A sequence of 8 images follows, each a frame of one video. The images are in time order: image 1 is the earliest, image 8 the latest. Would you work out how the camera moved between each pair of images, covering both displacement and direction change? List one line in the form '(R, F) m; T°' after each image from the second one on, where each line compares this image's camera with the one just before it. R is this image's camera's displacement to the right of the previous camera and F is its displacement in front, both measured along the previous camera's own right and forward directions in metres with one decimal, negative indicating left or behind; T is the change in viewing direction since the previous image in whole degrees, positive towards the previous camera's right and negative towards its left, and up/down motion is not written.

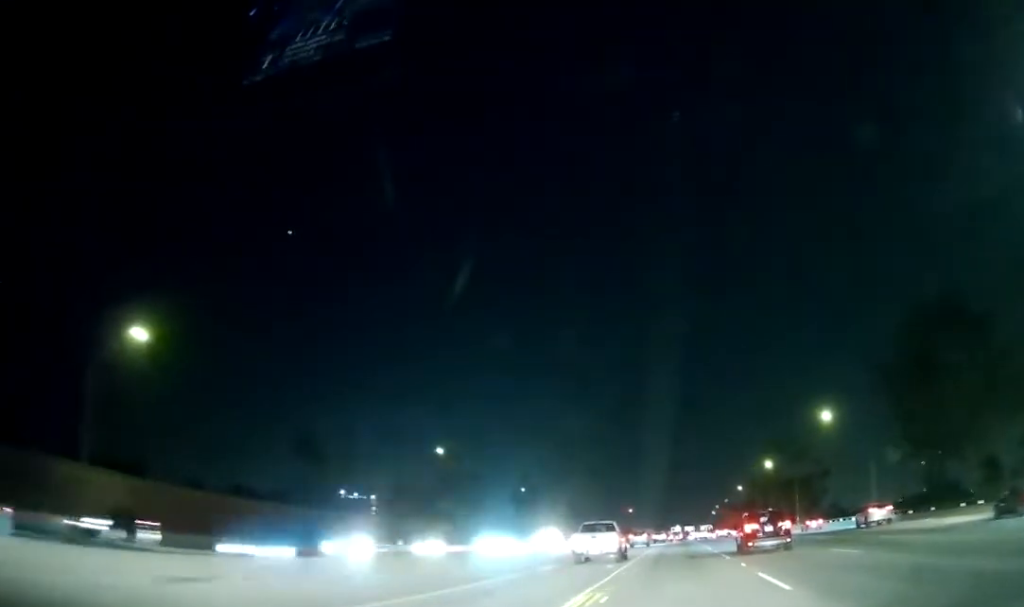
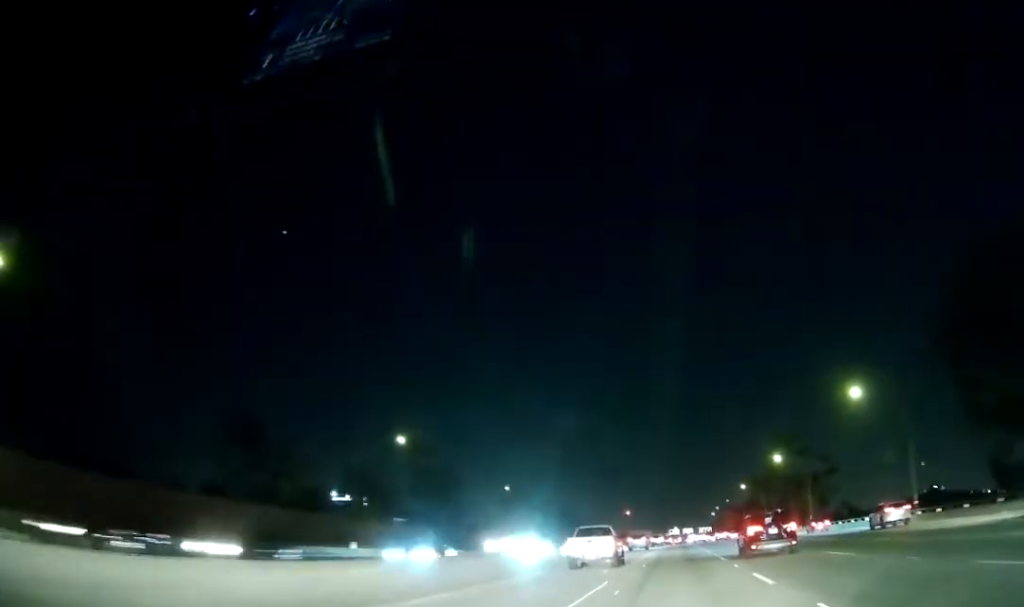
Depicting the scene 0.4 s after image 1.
(0.0, +13.0) m; 0°
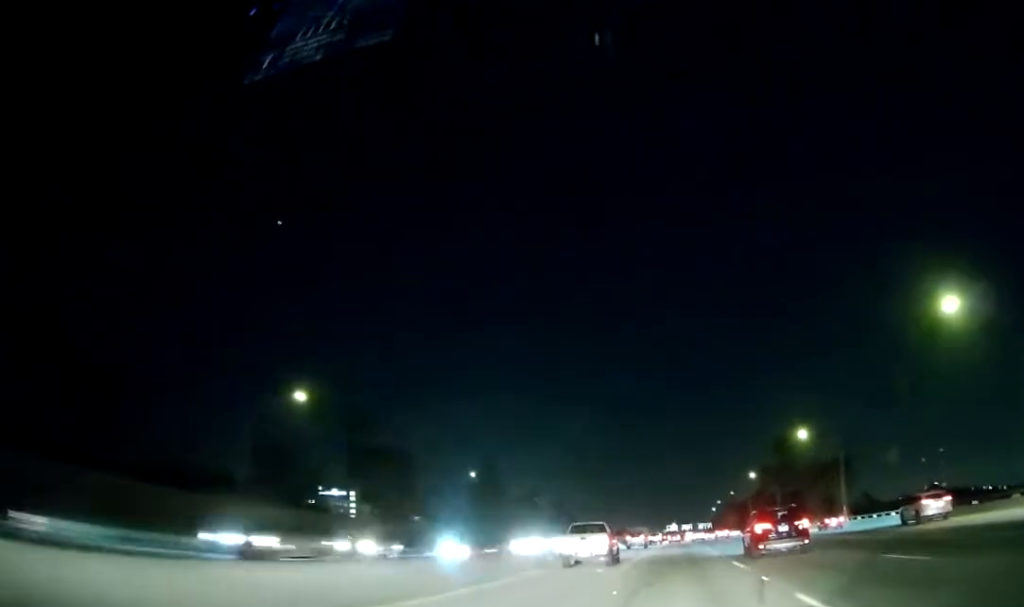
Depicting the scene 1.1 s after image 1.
(0.0, +21.0) m; 0°
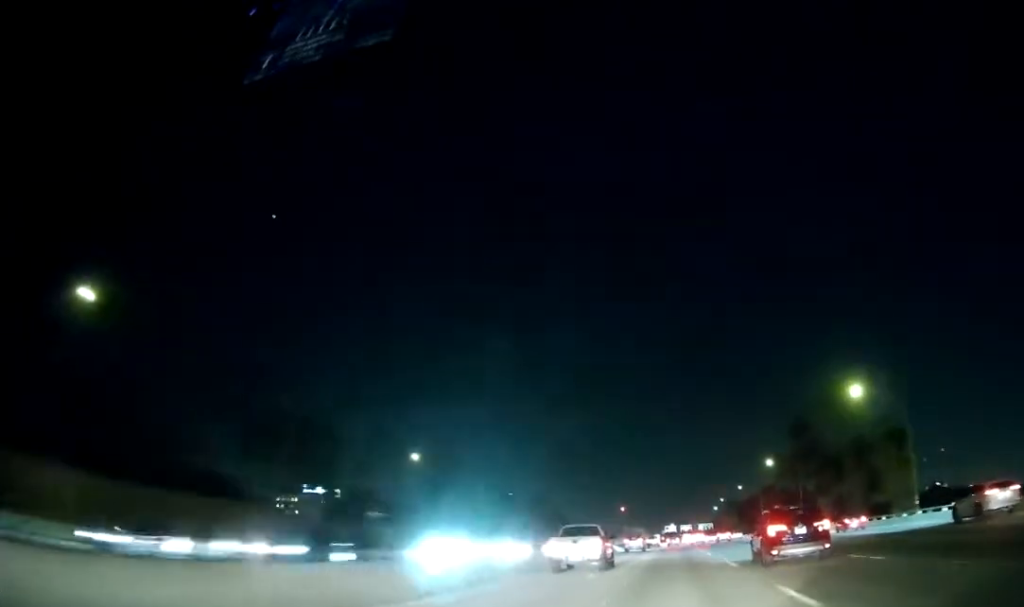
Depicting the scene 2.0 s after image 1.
(+0.2, +25.1) m; 0°
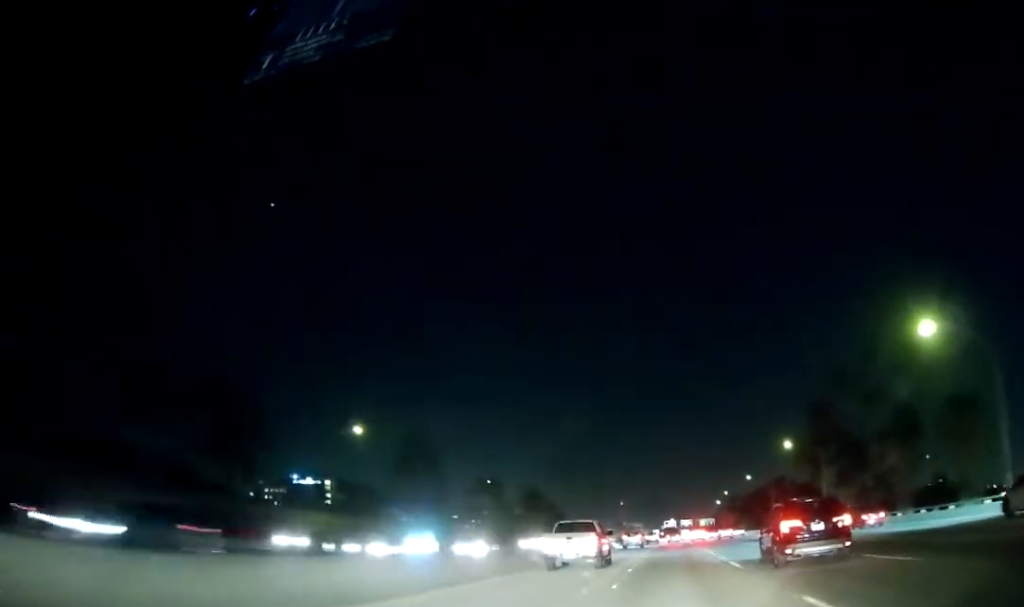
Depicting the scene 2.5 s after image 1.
(0.0, +16.3) m; 0°
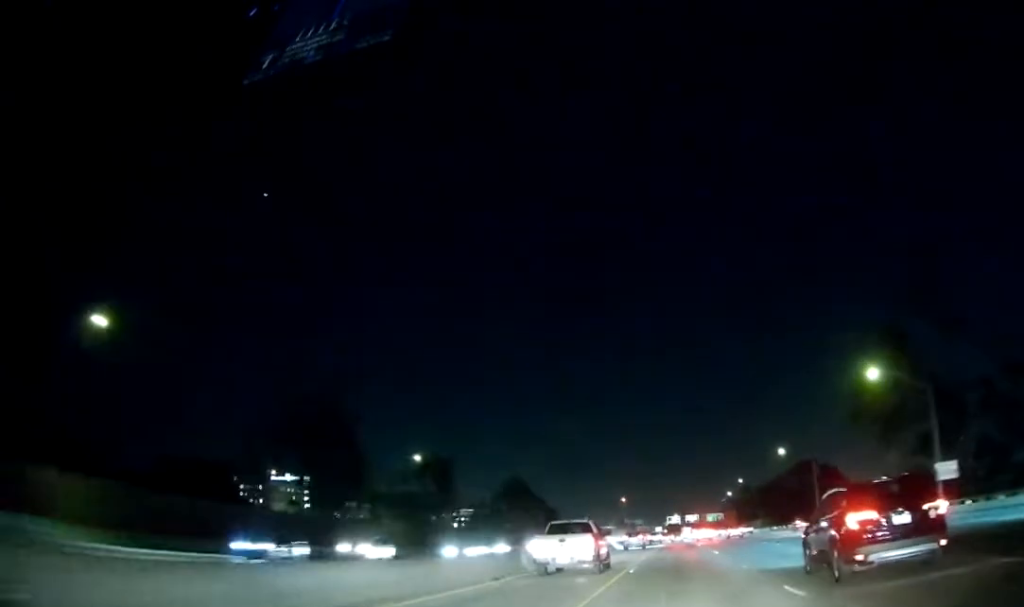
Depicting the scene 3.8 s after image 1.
(+0.1, +39.0) m; 0°
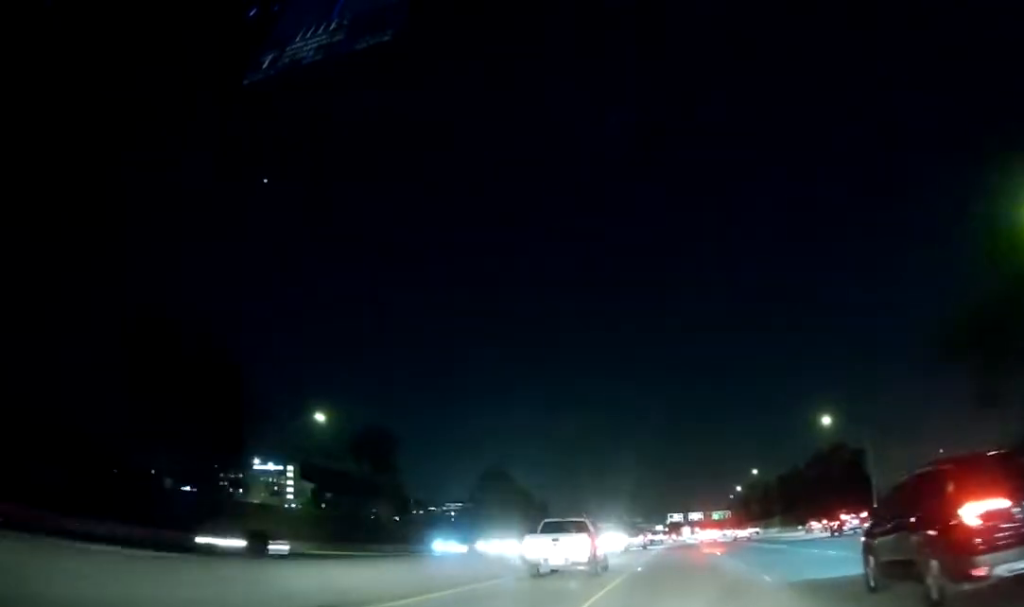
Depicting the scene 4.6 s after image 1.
(-0.3, +26.9) m; 0°
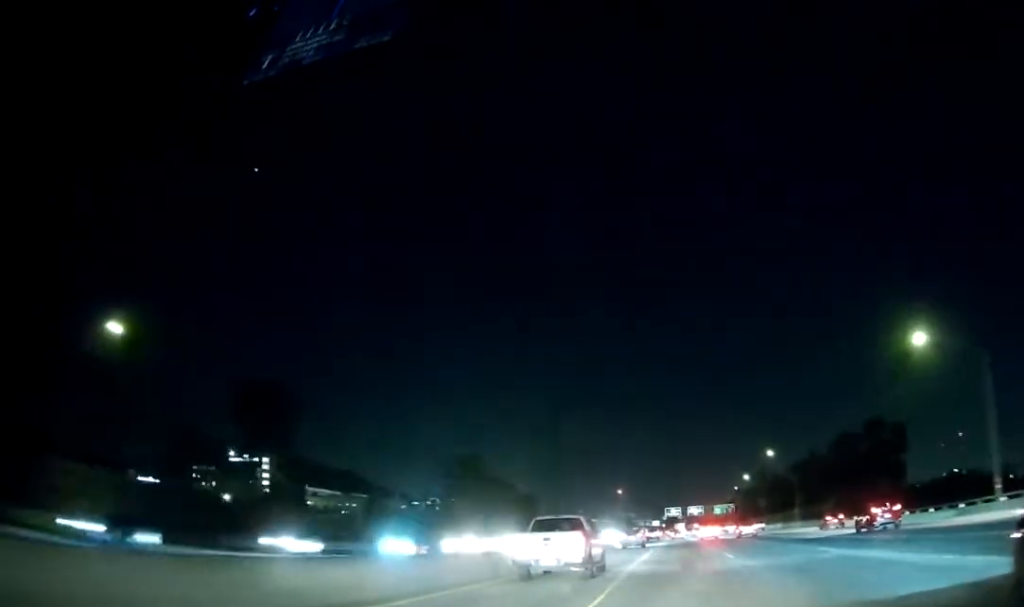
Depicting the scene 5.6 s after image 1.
(0.0, +28.8) m; 0°
